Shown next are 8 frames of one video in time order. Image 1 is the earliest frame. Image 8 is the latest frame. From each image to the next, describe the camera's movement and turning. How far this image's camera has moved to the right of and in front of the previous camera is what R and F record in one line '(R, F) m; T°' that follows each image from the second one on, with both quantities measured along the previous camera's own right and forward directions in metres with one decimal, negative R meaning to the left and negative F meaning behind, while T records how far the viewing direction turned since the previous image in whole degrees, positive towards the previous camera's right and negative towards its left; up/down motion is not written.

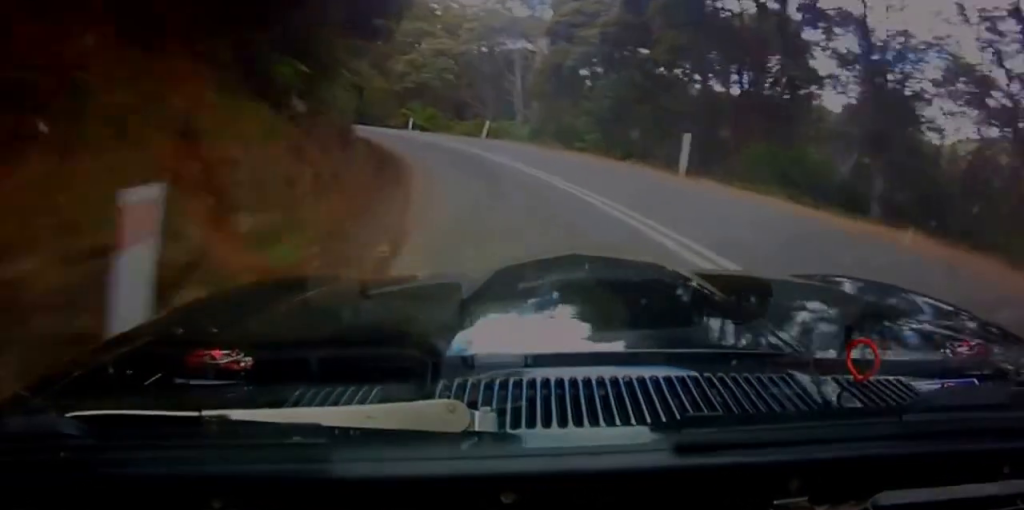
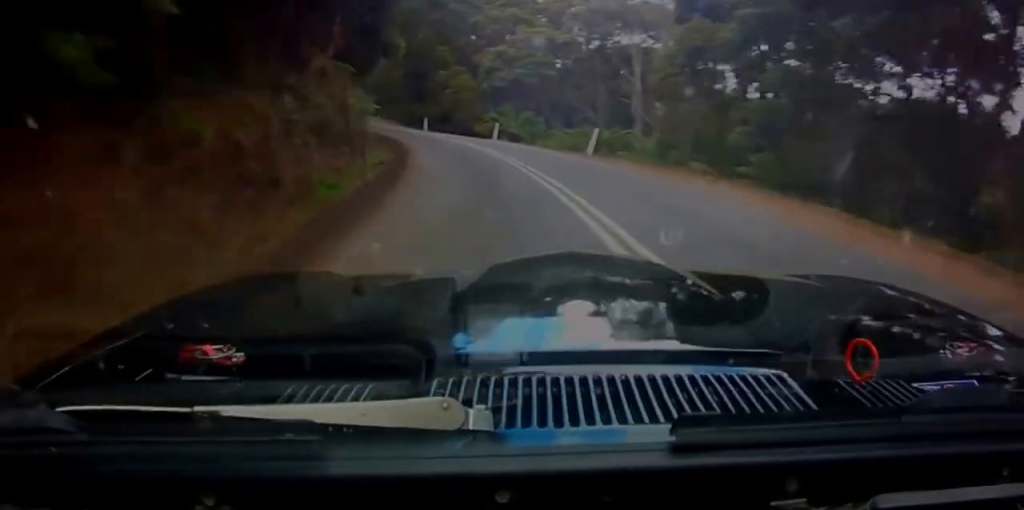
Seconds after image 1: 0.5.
(0.0, +9.8) m; 0°
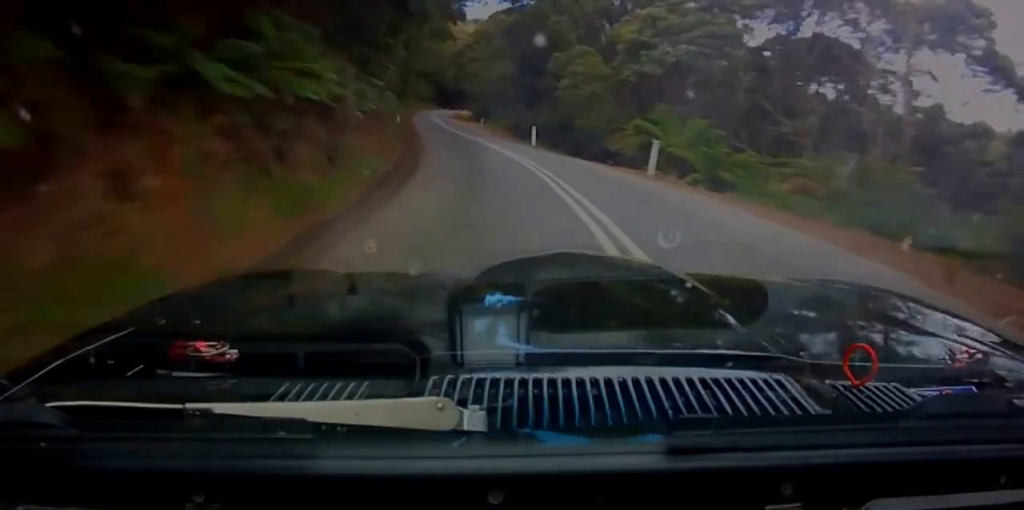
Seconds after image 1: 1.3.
(0.0, +15.7) m; -2°
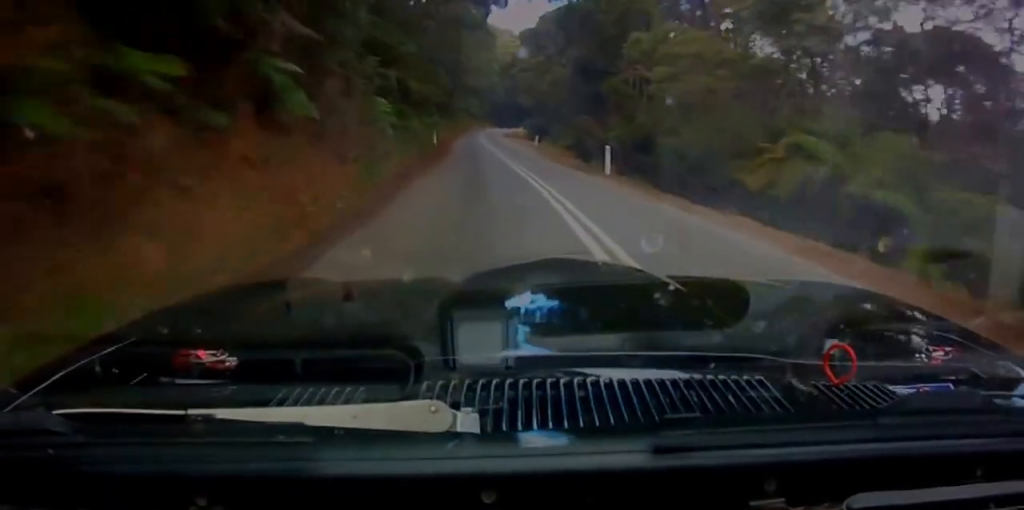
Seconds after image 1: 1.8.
(+0.1, +10.9) m; -5°
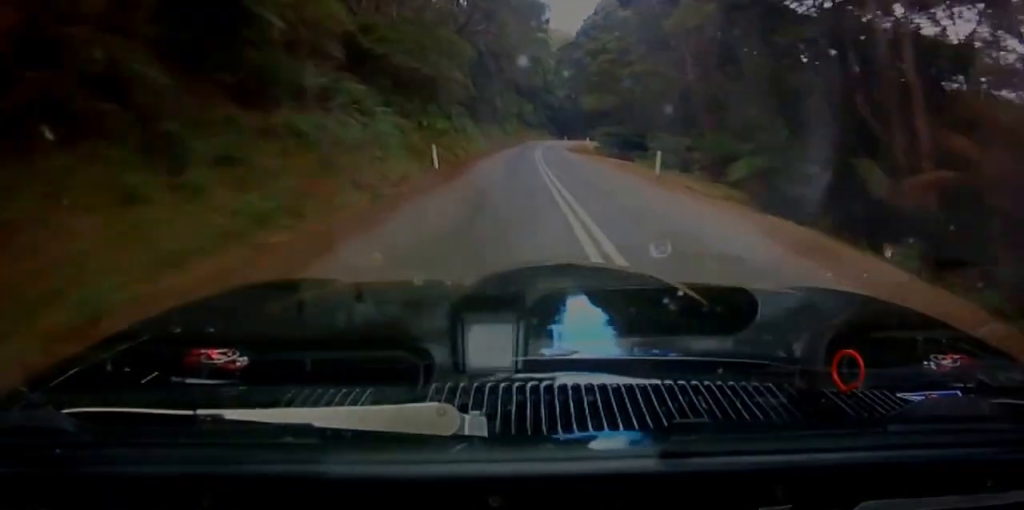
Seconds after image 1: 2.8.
(-2.5, +23.3) m; -13°
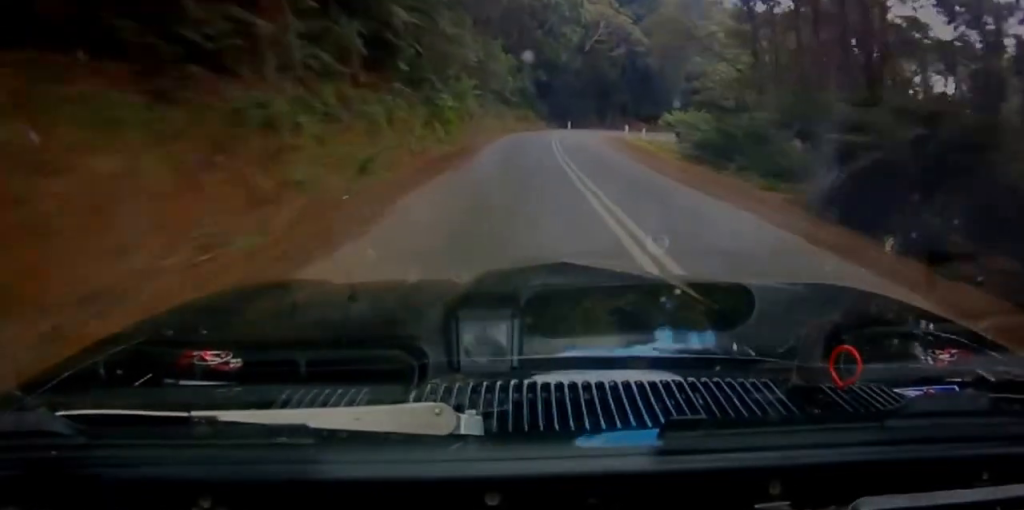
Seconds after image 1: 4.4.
(-8.8, +48.1) m; -16°
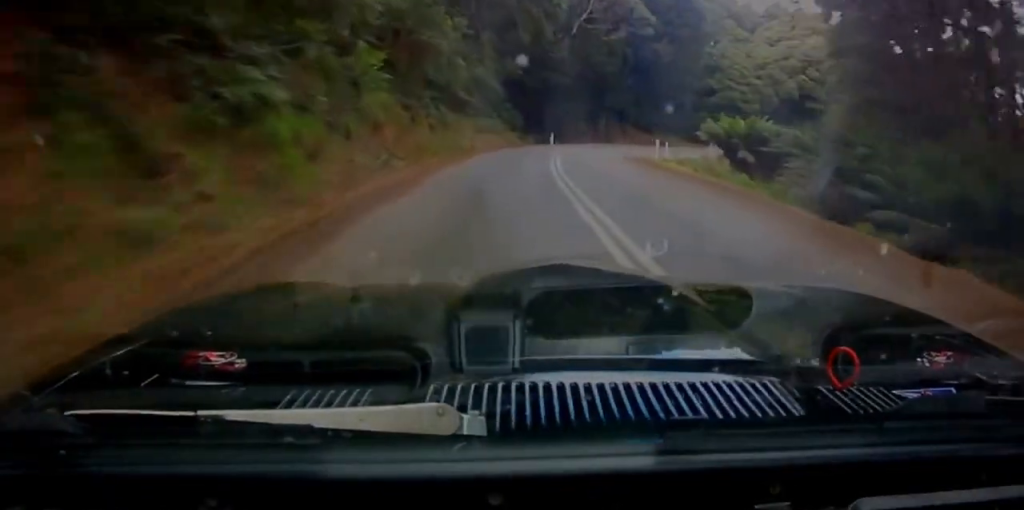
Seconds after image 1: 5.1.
(-0.8, +22.5) m; -2°
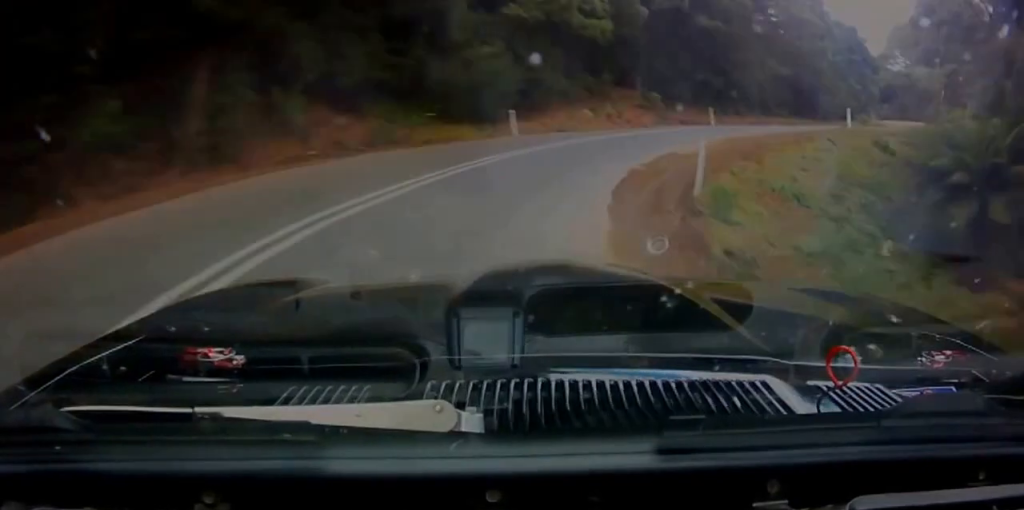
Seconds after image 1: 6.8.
(+3.3, +49.3) m; +12°
